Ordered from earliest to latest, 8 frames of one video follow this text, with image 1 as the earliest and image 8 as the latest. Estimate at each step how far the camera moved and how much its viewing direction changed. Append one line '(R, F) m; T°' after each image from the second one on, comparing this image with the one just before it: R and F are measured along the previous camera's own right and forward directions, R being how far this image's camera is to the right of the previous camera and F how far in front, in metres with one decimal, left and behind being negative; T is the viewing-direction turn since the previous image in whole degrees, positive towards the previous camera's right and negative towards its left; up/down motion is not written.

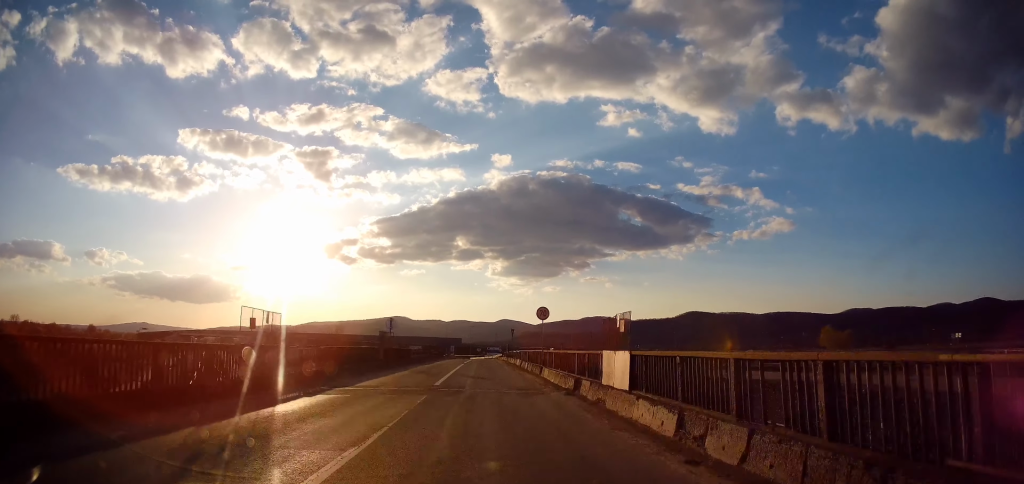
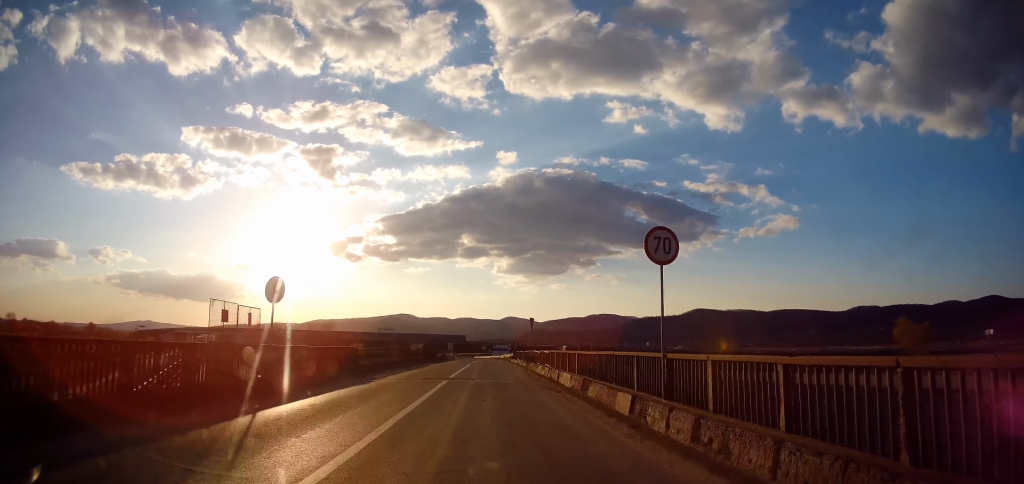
(0.0, +21.8) m; +1°
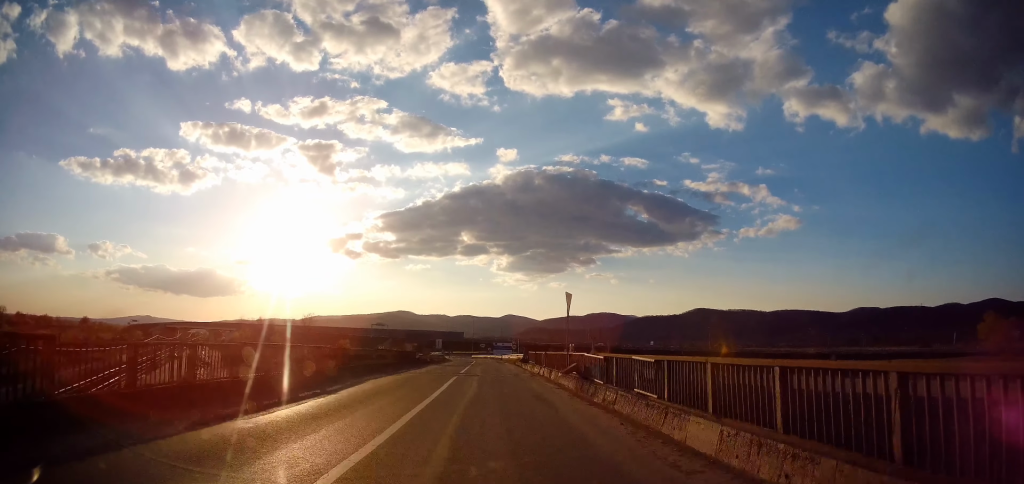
(+0.4, +20.5) m; -1°
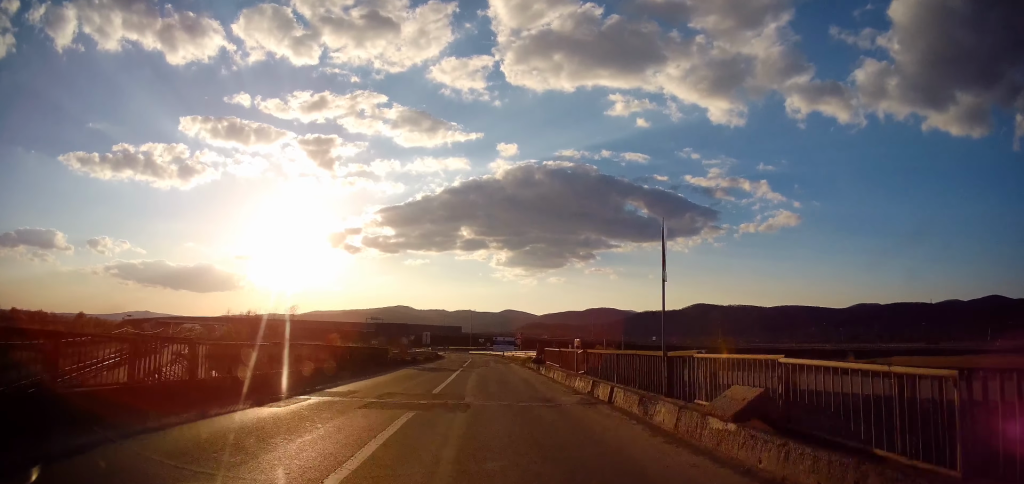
(-0.4, +13.6) m; -1°
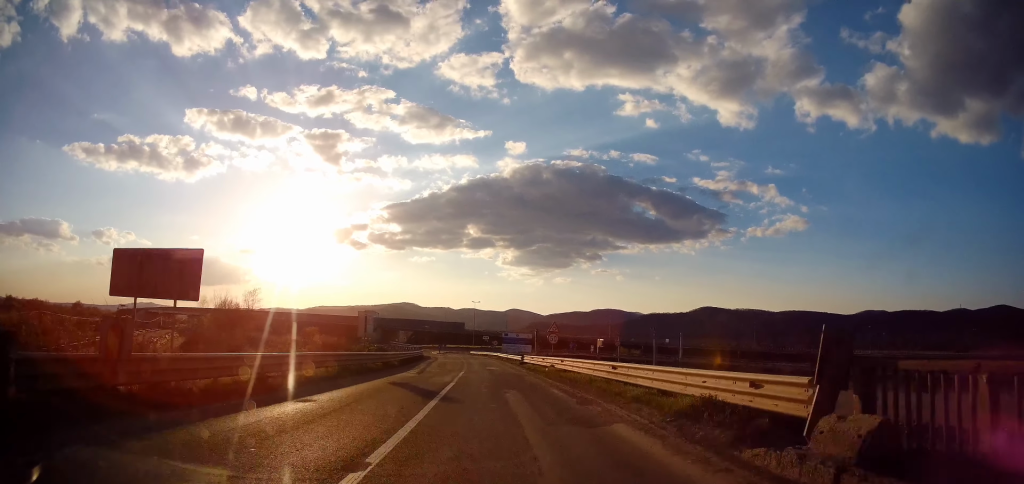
(+0.3, +30.7) m; +2°
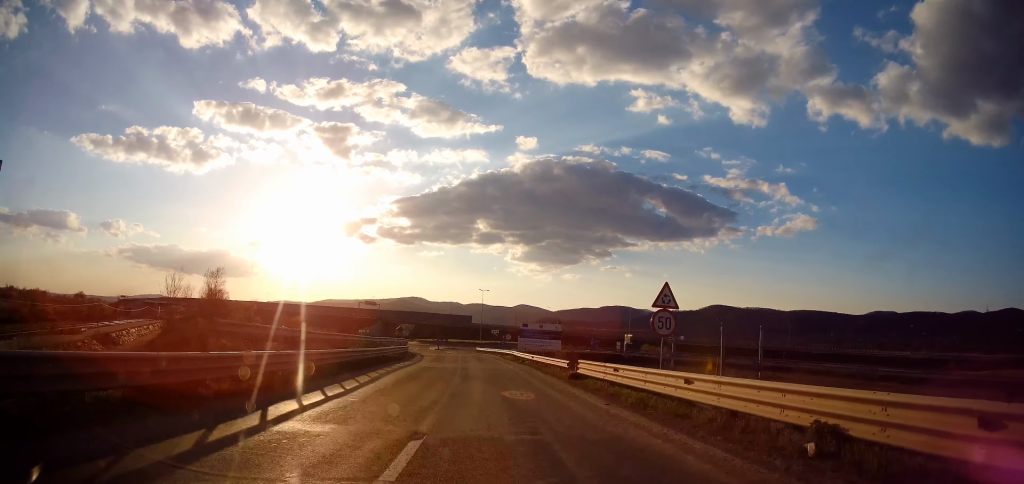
(-0.1, +21.9) m; -2°
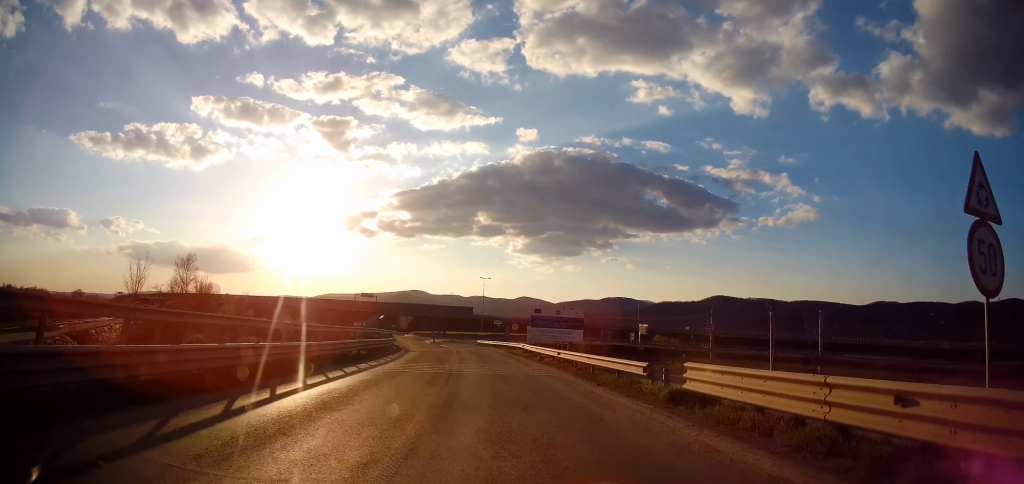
(-0.3, +11.1) m; -1°
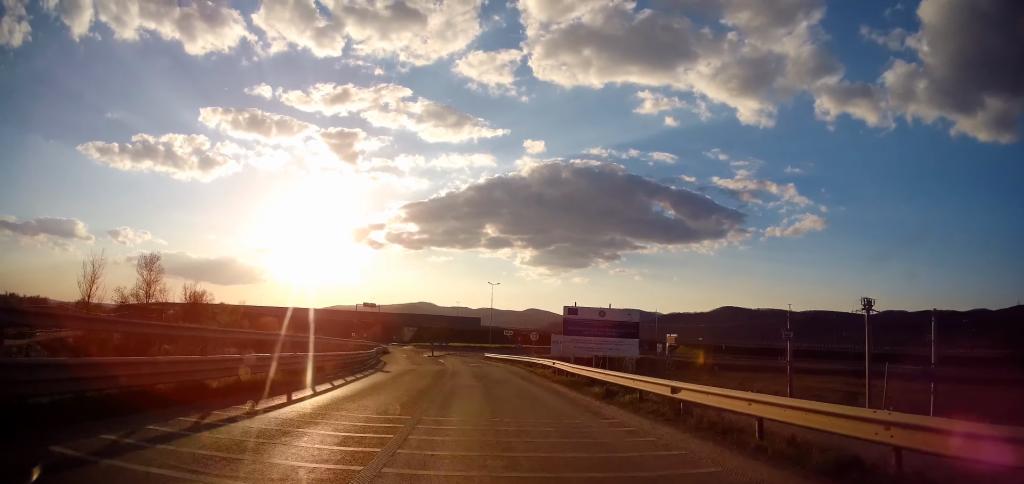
(0.0, +13.4) m; 0°
